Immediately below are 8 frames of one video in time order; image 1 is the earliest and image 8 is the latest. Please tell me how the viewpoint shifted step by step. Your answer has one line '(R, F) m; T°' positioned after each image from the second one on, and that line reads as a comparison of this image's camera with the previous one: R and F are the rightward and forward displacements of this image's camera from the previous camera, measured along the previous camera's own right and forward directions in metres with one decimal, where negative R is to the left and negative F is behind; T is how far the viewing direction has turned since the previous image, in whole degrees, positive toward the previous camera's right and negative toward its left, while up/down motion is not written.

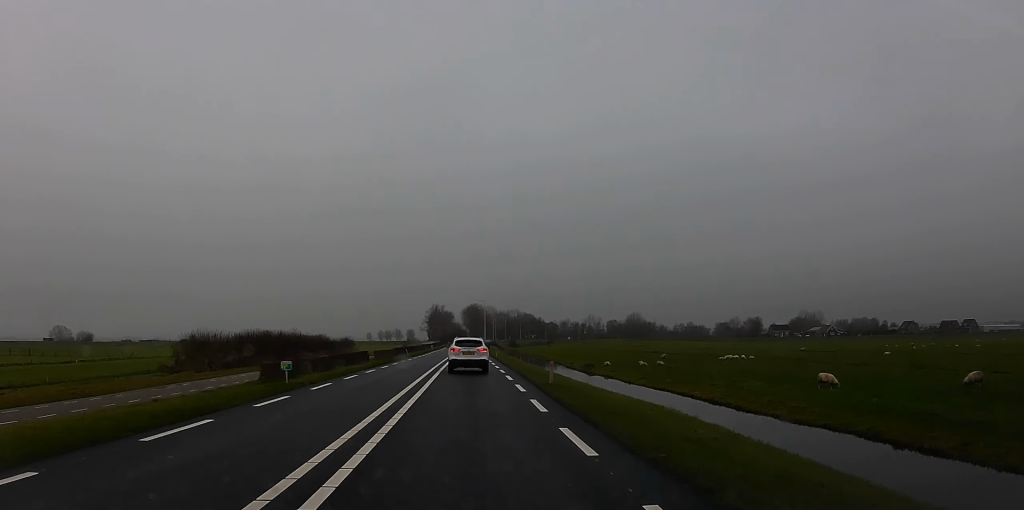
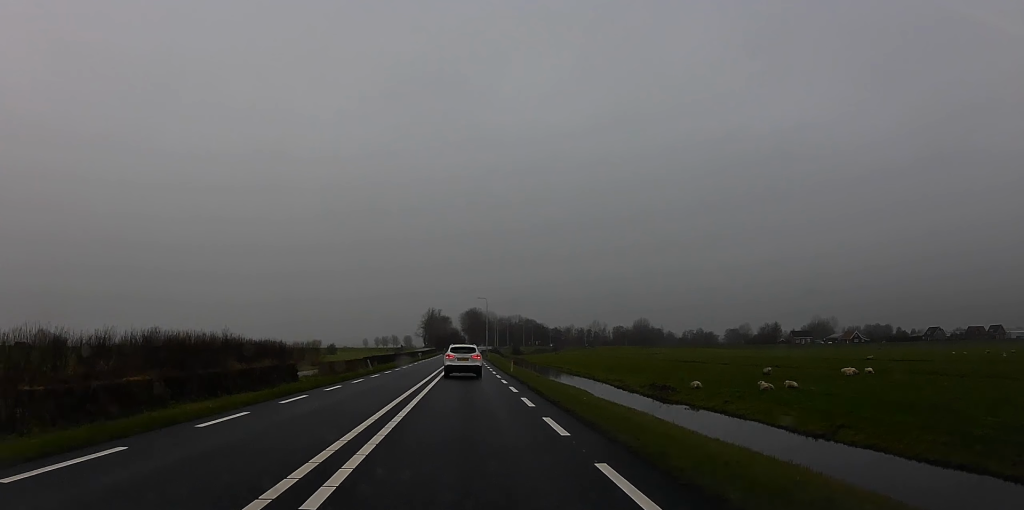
(-0.4, +27.0) m; +1°
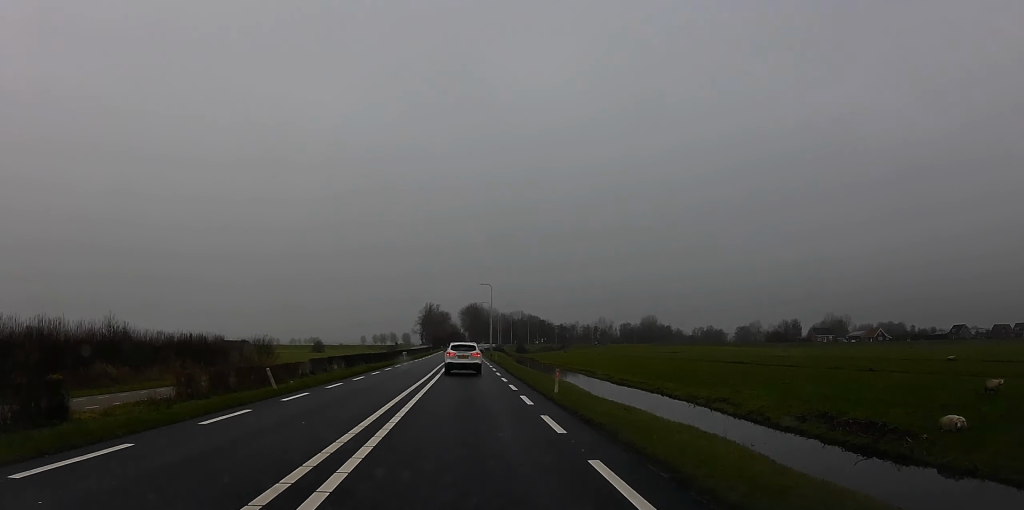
(+0.8, +23.2) m; -1°
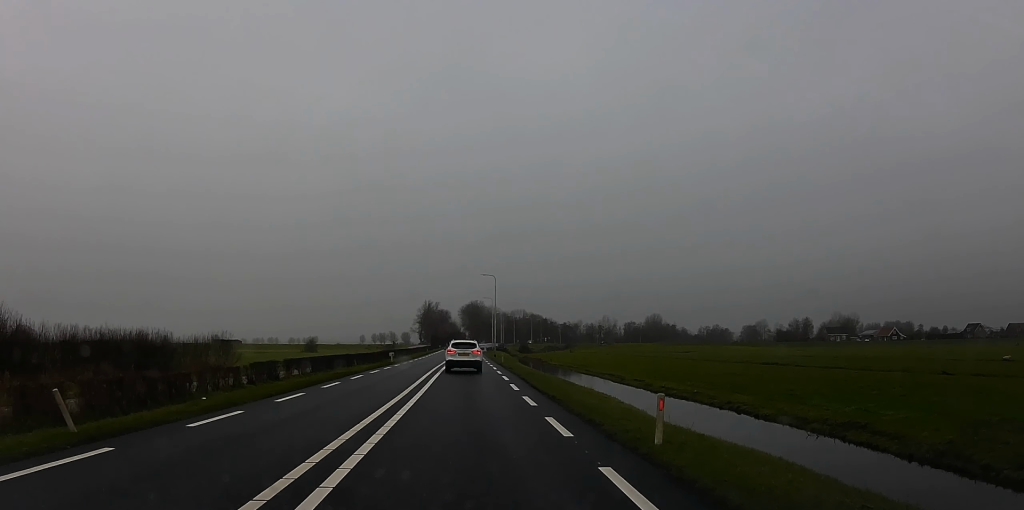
(-0.6, +12.5) m; -2°
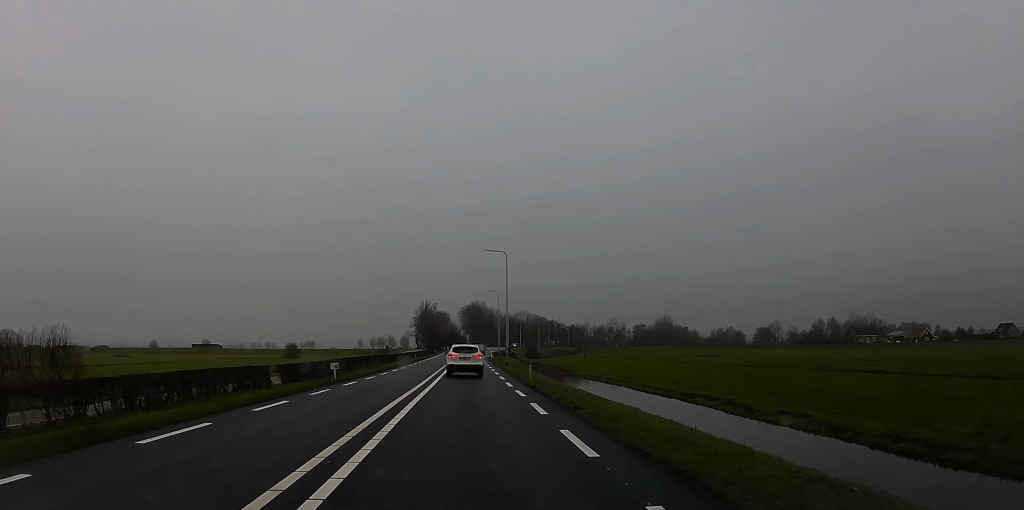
(-0.3, +26.3) m; -3°
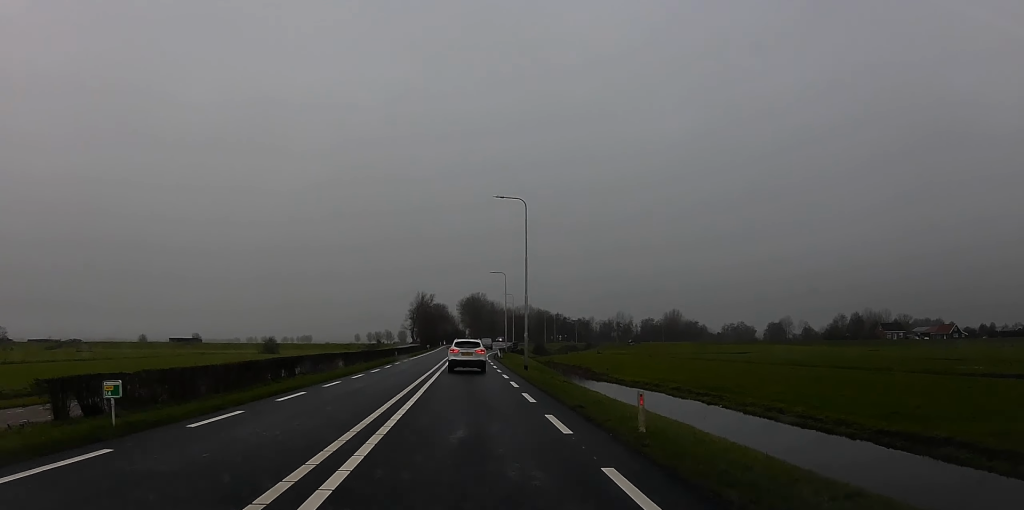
(-0.8, +22.3) m; +1°
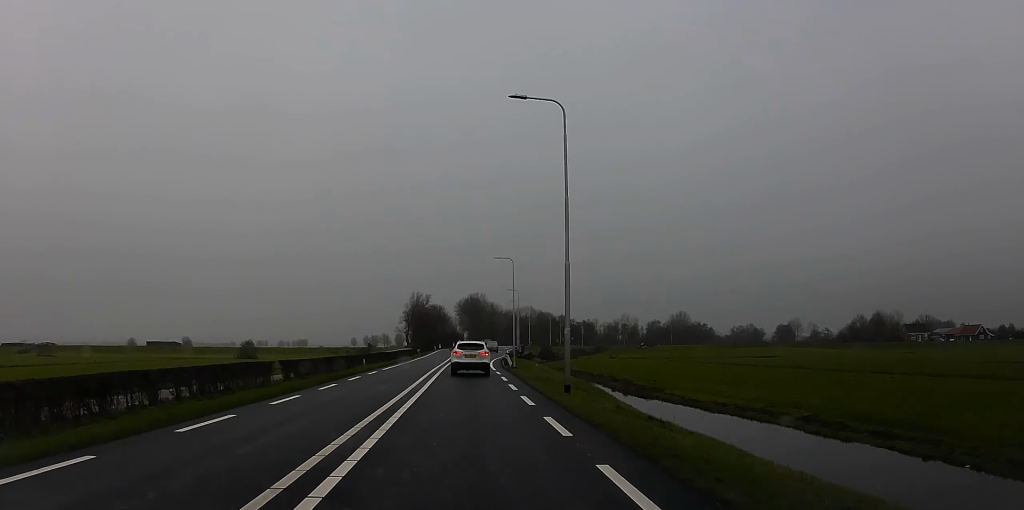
(+1.0, +17.9) m; +3°
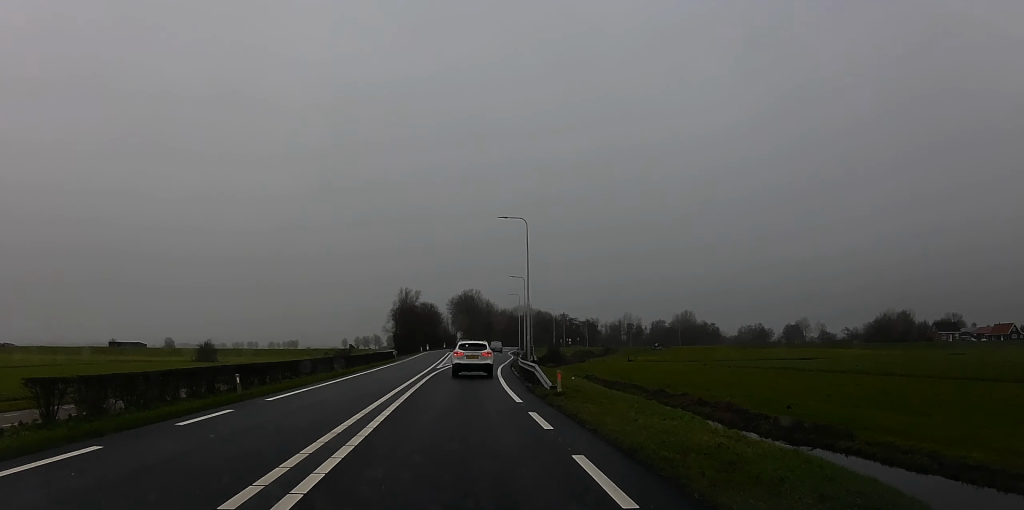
(+0.4, +23.8) m; +1°
